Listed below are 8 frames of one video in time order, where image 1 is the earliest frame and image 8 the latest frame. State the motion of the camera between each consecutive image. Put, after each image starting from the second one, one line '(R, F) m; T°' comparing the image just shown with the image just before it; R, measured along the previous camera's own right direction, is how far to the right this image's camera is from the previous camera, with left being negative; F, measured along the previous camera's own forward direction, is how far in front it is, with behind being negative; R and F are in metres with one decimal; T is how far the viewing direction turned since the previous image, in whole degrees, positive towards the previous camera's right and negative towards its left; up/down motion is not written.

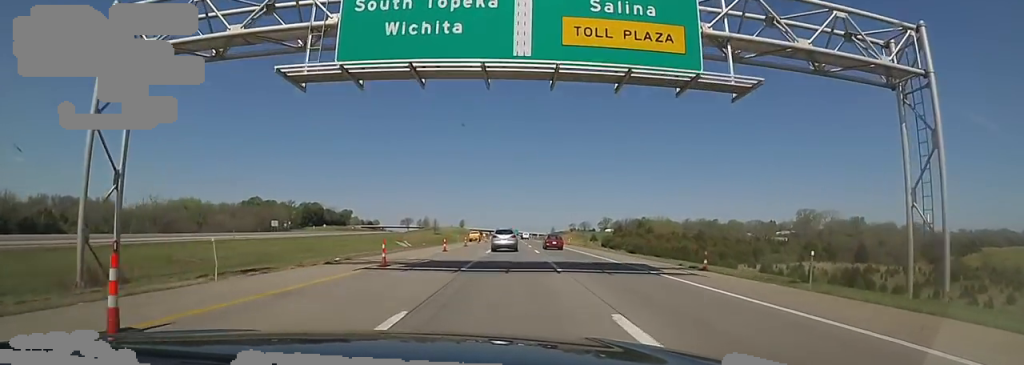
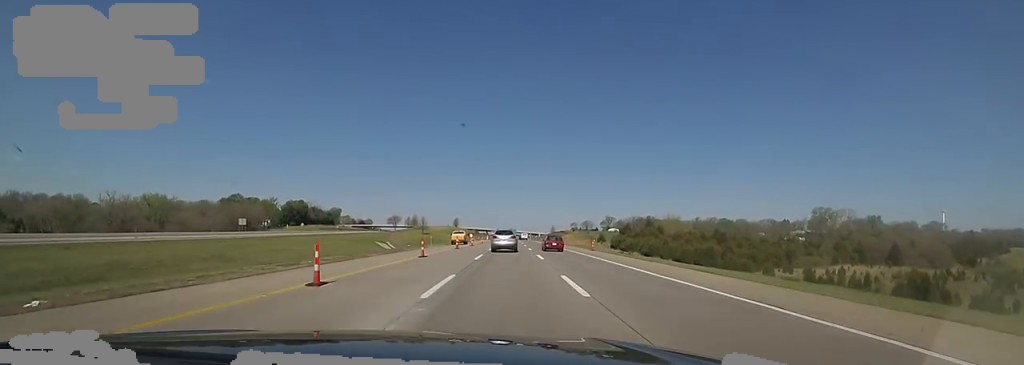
(0.0, +22.7) m; 0°
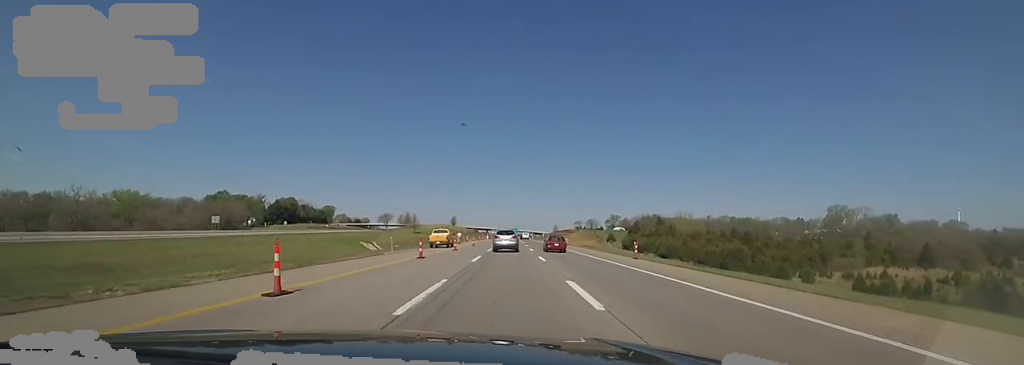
(0.0, +17.3) m; 0°
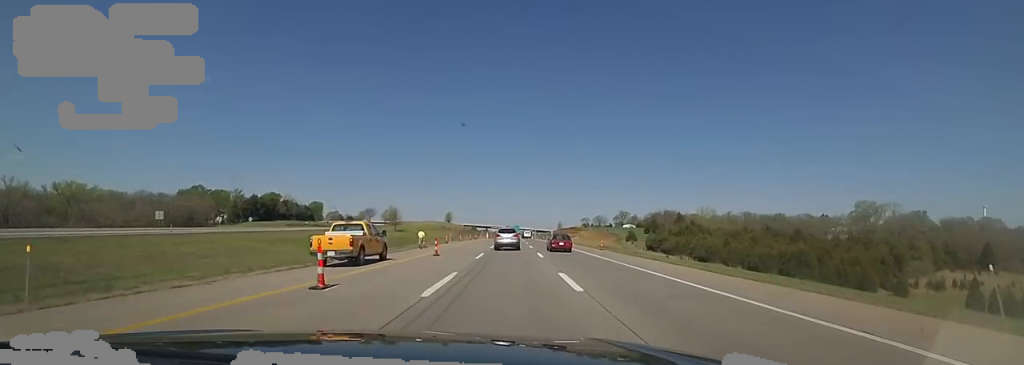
(-0.2, +28.0) m; 0°
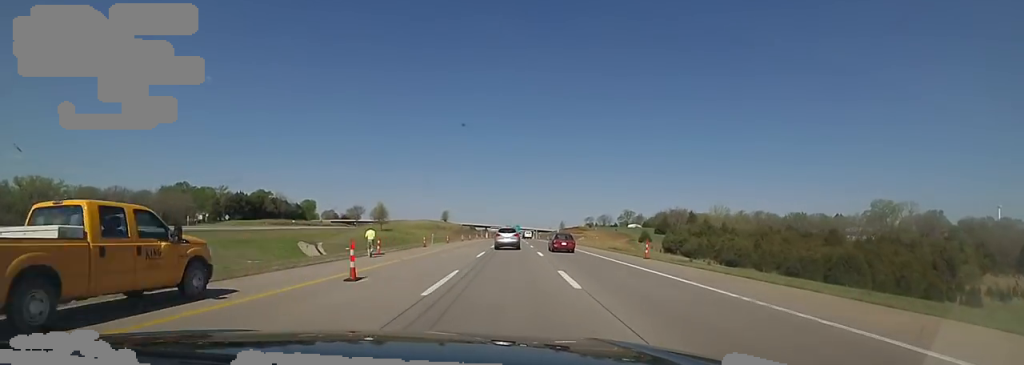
(+0.1, +14.8) m; 0°
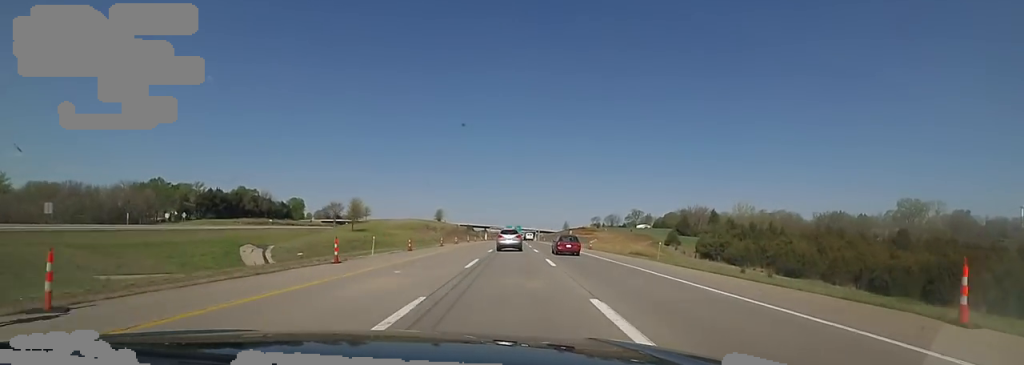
(+0.1, +22.0) m; 0°
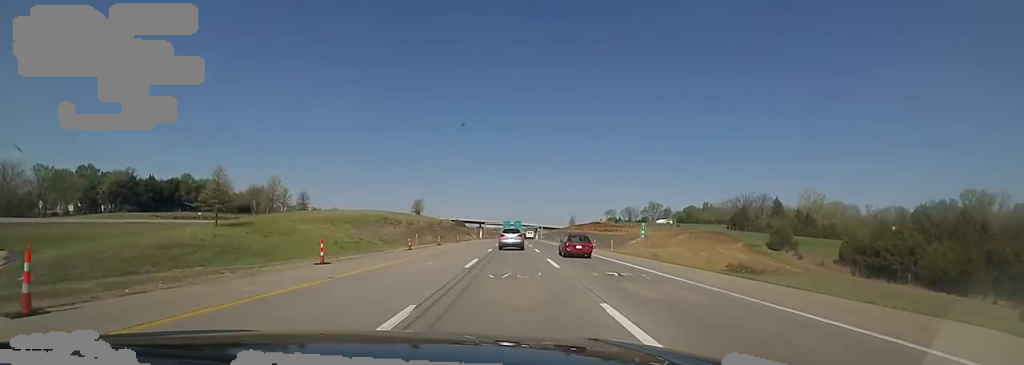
(0.0, +47.2) m; 0°
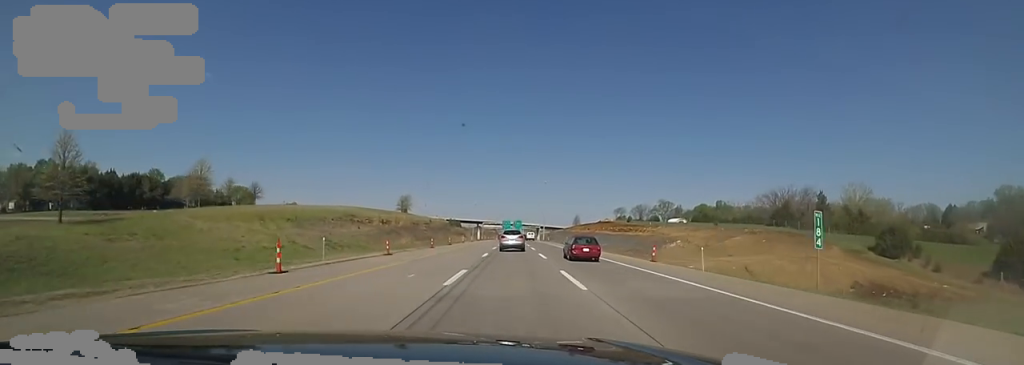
(+0.1, +21.3) m; 0°
